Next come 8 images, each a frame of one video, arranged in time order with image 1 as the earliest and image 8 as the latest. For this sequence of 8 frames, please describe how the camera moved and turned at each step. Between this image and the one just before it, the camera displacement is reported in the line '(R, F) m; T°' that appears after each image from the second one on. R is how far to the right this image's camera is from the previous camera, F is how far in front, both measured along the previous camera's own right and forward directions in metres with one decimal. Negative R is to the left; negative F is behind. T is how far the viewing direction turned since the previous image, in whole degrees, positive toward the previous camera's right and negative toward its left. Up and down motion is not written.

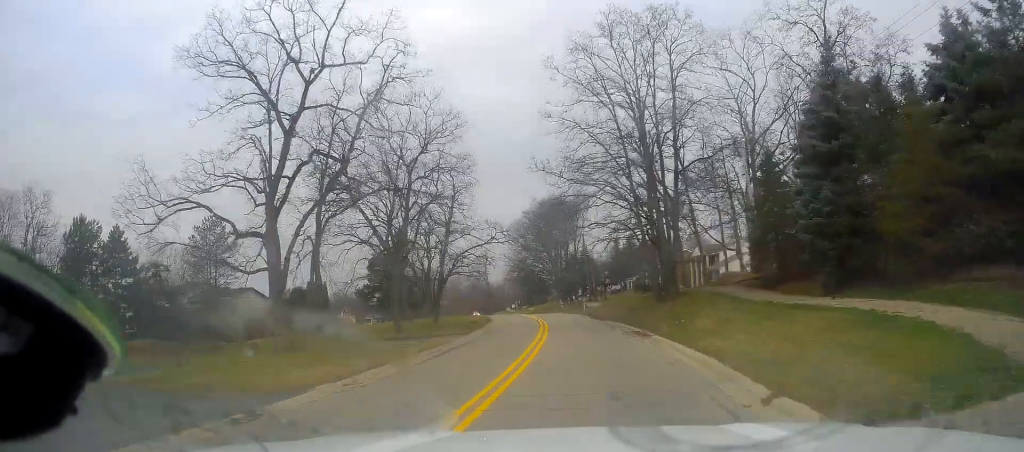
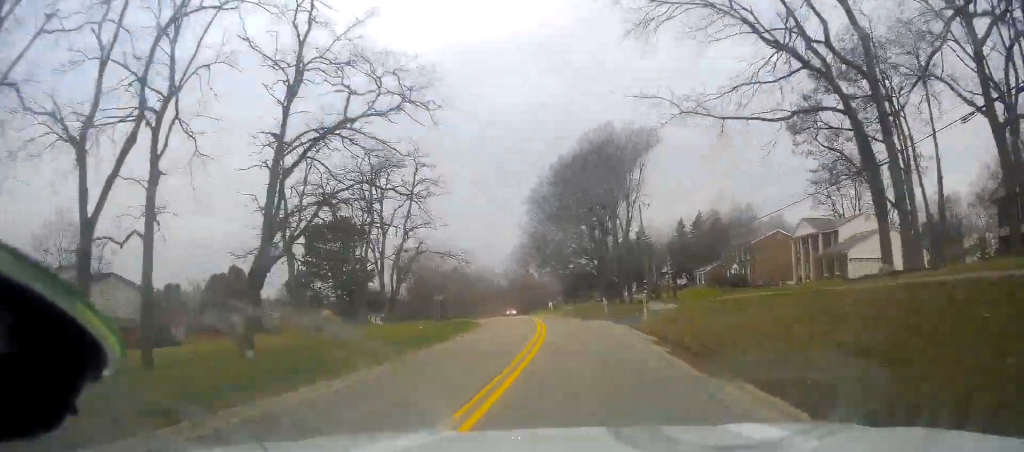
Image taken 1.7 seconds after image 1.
(-1.1, +31.5) m; -6°
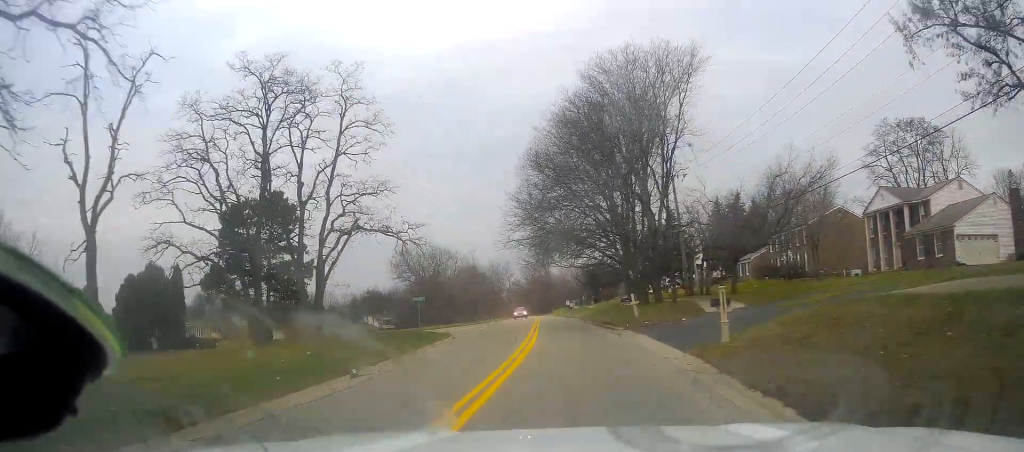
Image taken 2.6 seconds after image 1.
(-0.6, +16.0) m; -3°
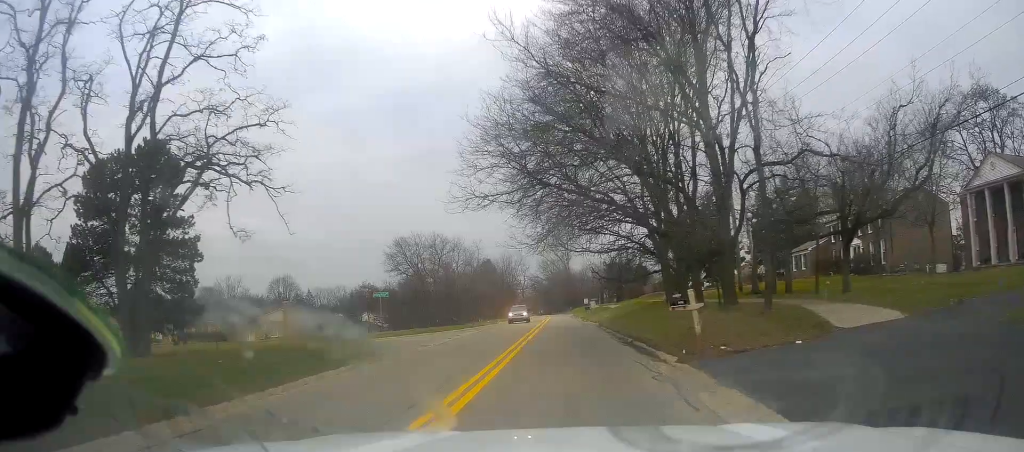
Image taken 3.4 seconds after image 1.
(-0.3, +14.8) m; -2°
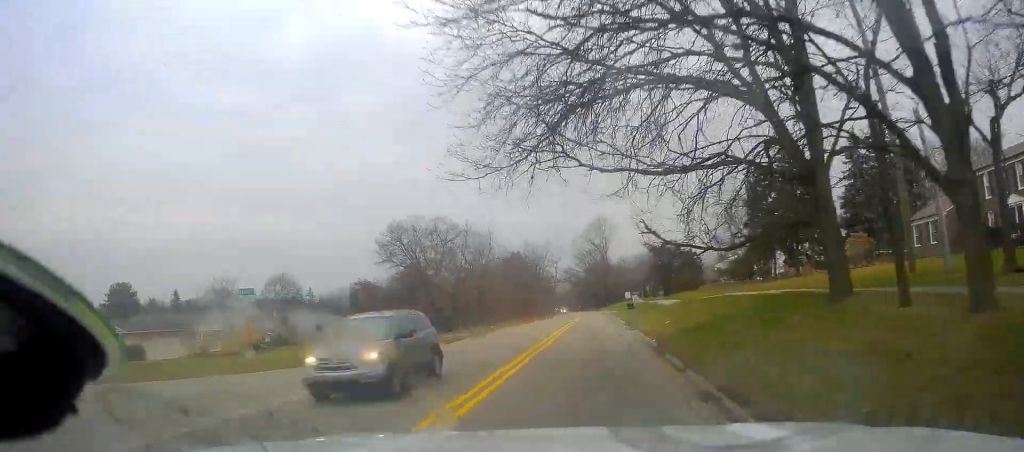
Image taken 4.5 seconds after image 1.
(-0.5, +21.0) m; -3°
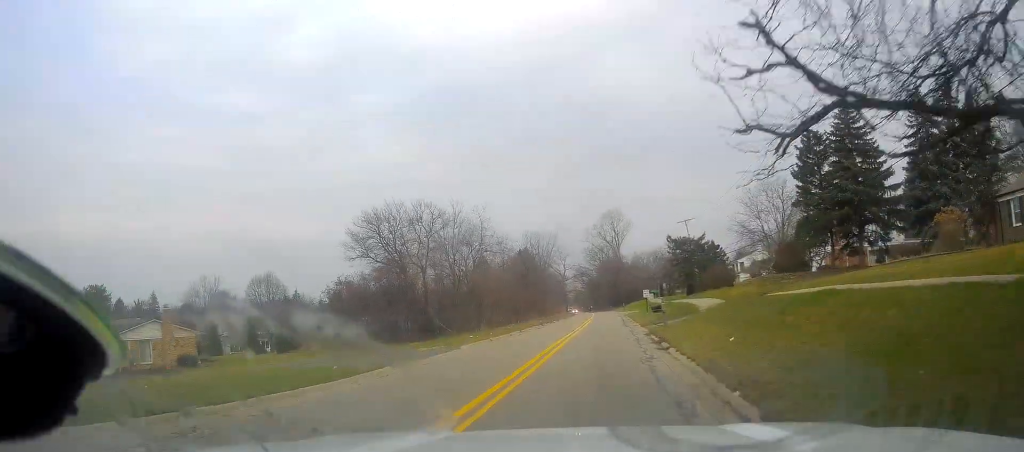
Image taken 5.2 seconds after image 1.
(-0.5, +12.3) m; -1°
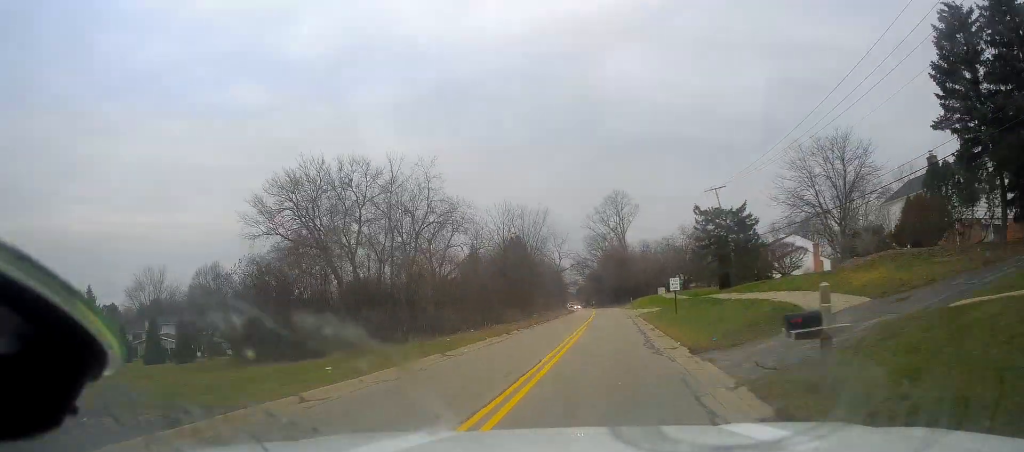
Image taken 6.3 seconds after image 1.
(+0.4, +21.1) m; 0°
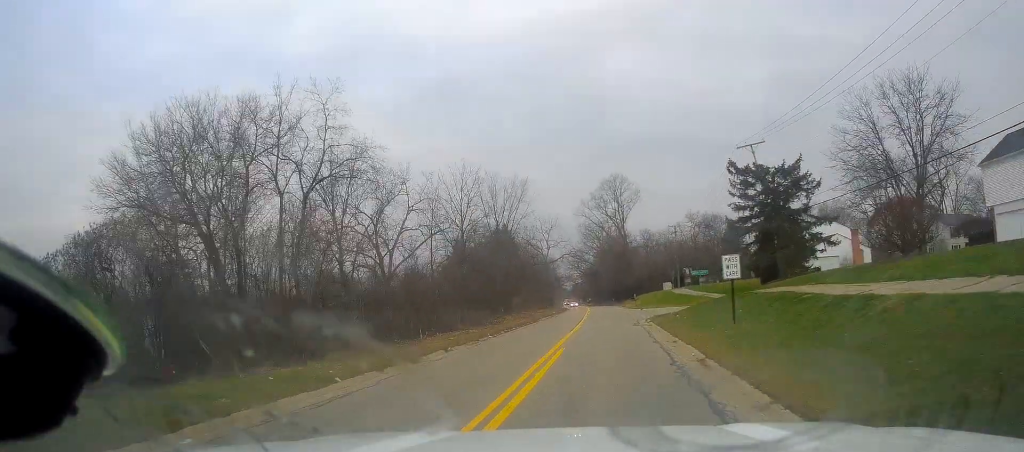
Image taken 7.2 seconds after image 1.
(-0.4, +17.0) m; -1°
